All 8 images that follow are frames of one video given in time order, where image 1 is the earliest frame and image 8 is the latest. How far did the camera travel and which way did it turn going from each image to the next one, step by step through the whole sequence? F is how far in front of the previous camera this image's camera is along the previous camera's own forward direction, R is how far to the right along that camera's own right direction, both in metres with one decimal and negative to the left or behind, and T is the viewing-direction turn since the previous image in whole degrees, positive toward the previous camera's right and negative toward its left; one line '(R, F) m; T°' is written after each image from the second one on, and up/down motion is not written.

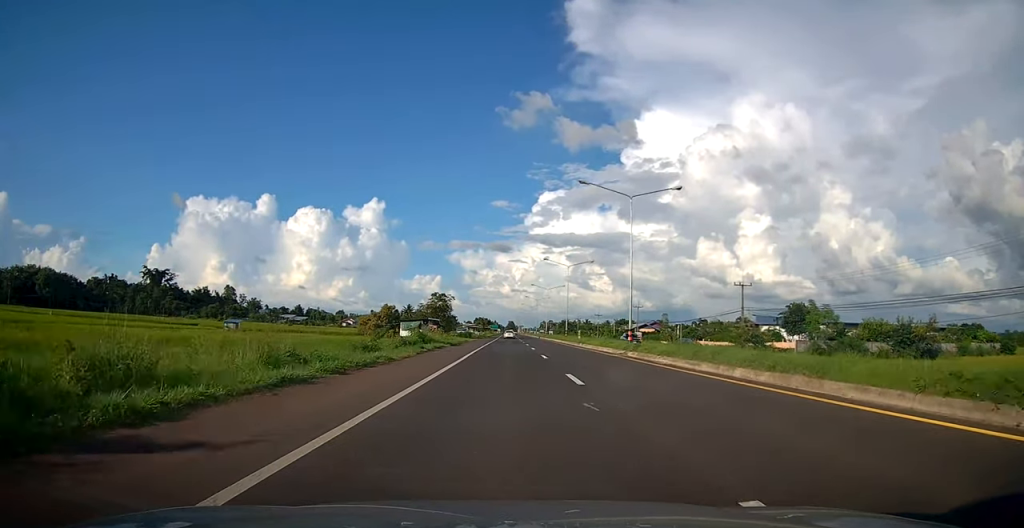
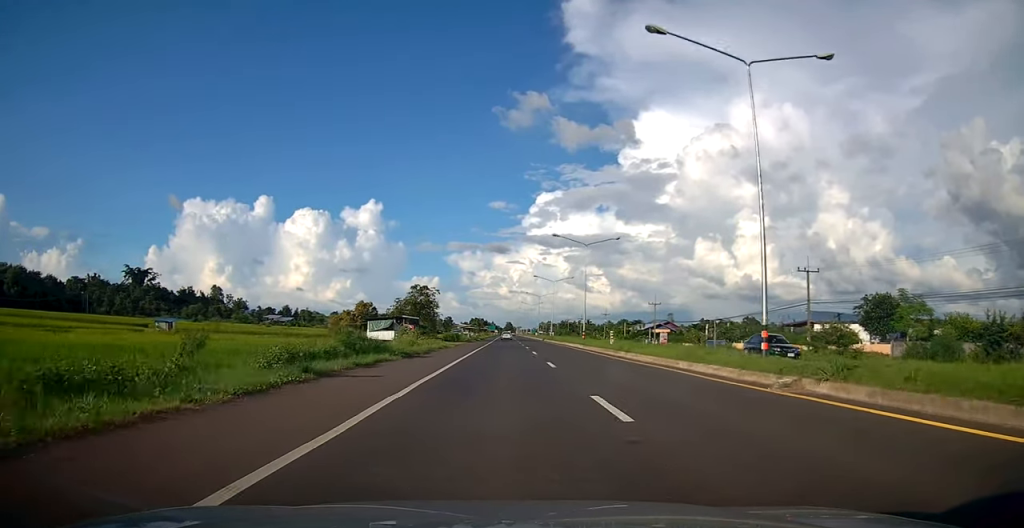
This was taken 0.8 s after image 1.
(+0.2, +17.5) m; +1°
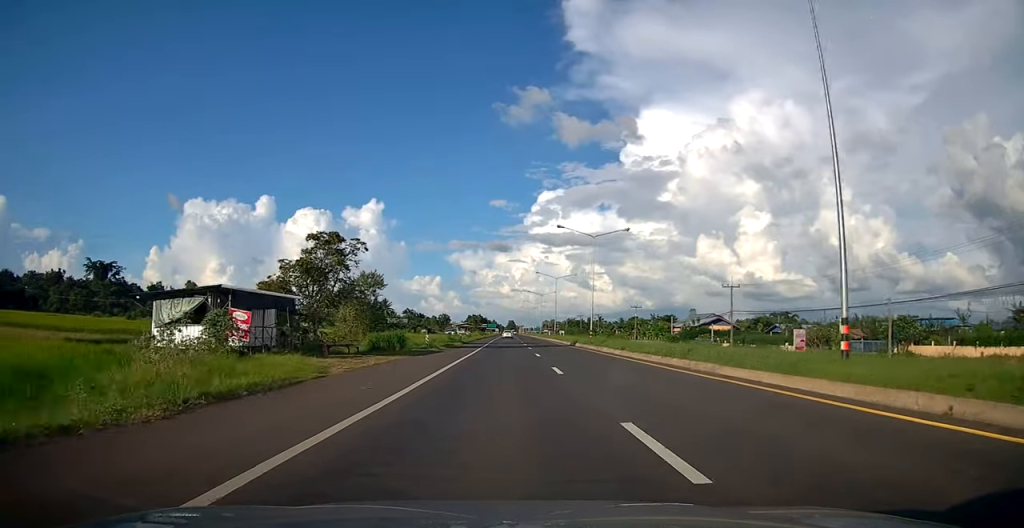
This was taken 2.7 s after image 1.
(-0.1, +39.8) m; 0°
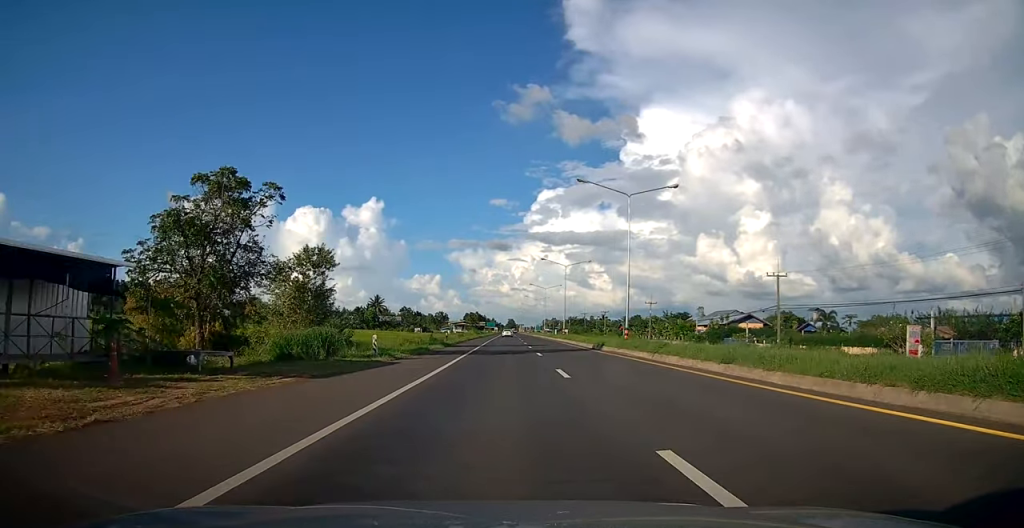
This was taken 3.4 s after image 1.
(0.0, +14.2) m; 0°
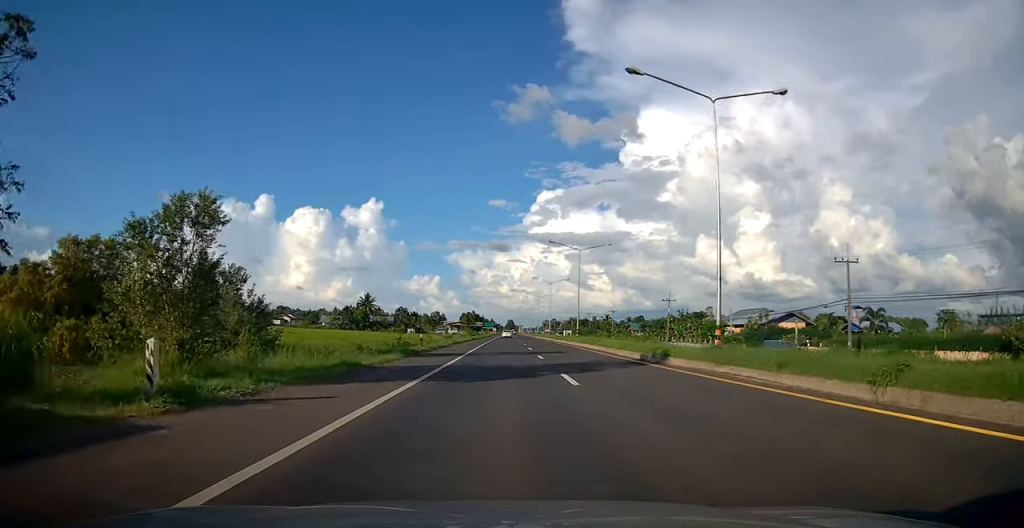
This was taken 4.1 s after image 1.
(0.0, +14.6) m; 0°
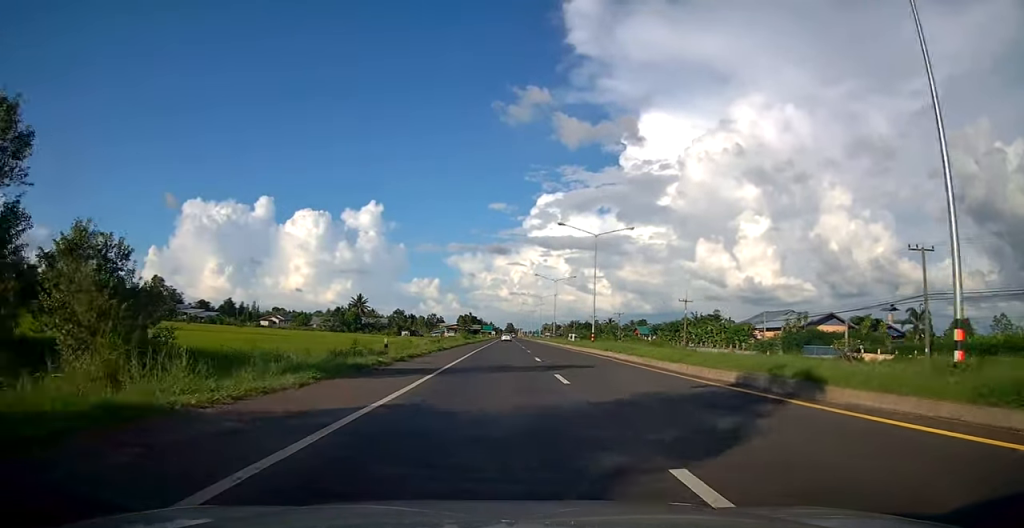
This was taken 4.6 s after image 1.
(0.0, +10.8) m; 0°
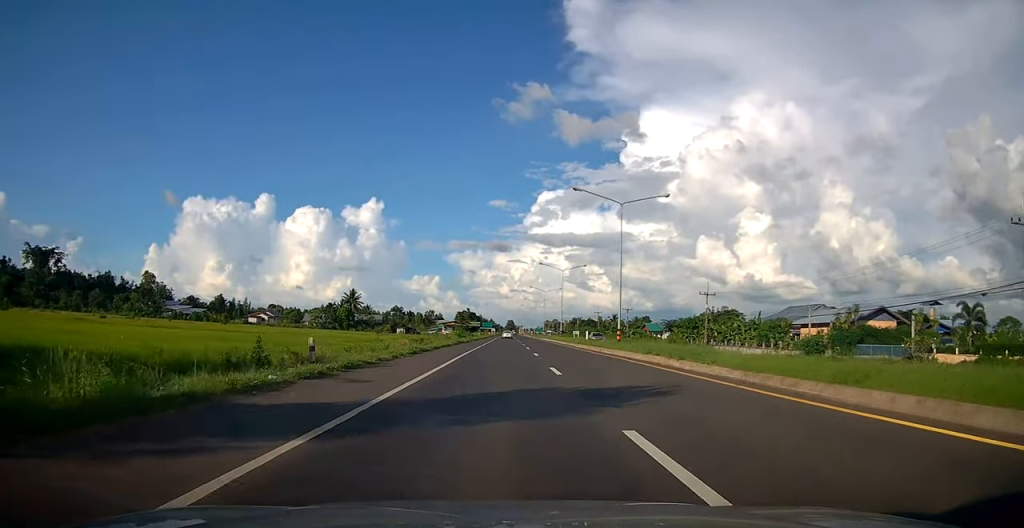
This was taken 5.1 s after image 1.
(0.0, +10.4) m; 0°
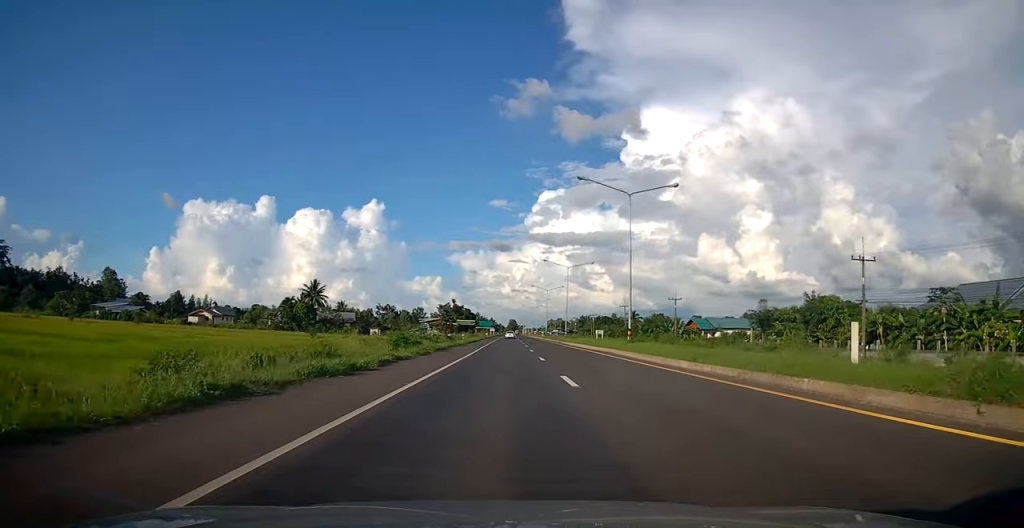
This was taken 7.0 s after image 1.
(-0.1, +40.4) m; +1°
